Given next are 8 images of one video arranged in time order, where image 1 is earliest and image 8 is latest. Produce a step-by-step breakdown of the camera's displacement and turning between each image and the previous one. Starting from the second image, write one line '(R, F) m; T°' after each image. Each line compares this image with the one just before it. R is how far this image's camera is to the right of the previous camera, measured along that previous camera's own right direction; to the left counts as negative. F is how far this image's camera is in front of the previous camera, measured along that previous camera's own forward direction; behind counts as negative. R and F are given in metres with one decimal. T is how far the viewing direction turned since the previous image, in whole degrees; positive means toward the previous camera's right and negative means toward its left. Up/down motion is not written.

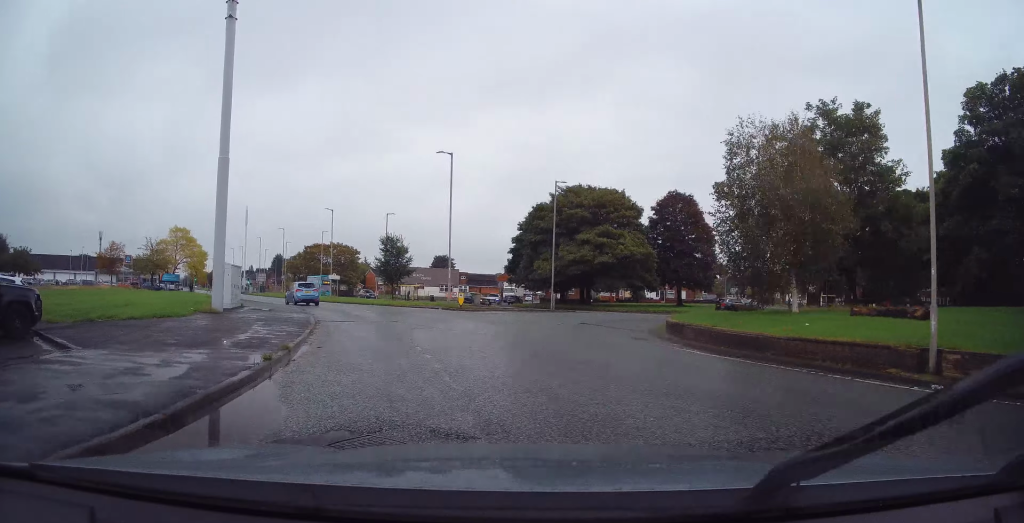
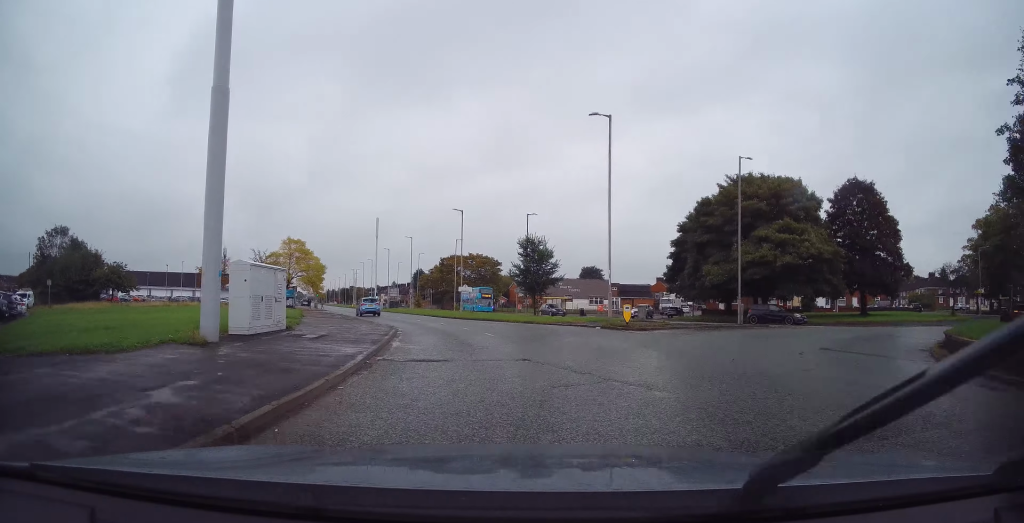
(-1.2, +9.1) m; -16°
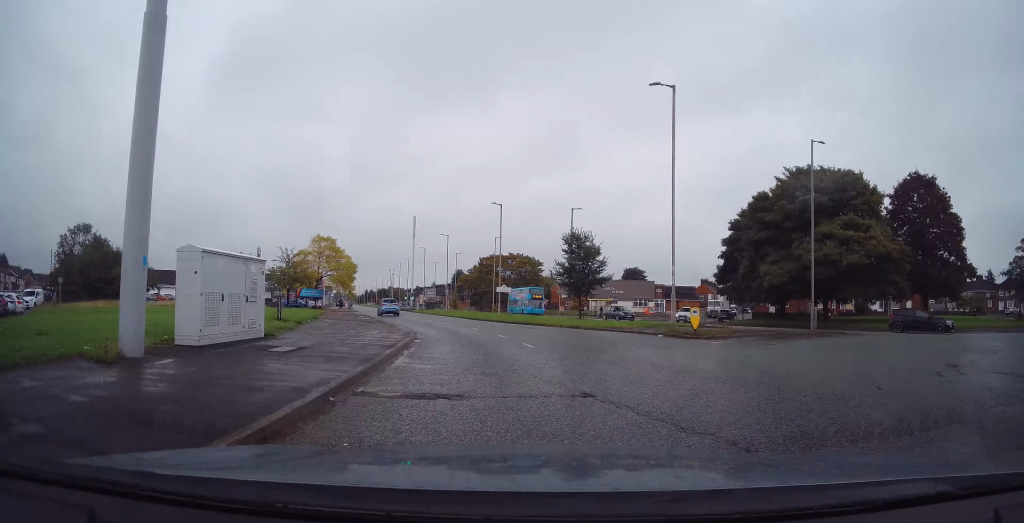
(+0.1, +3.9) m; -8°
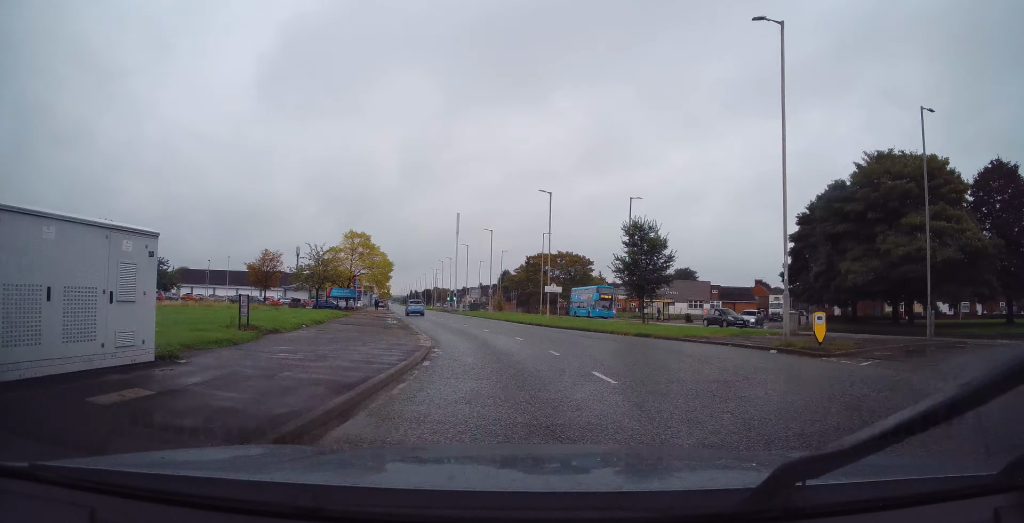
(-1.0, +5.8) m; -5°
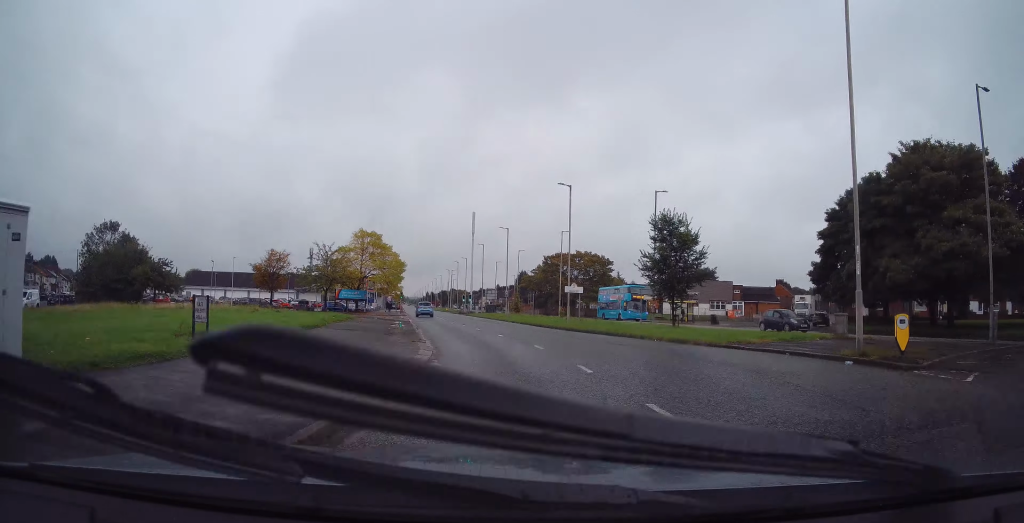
(+0.1, +2.9) m; -1°
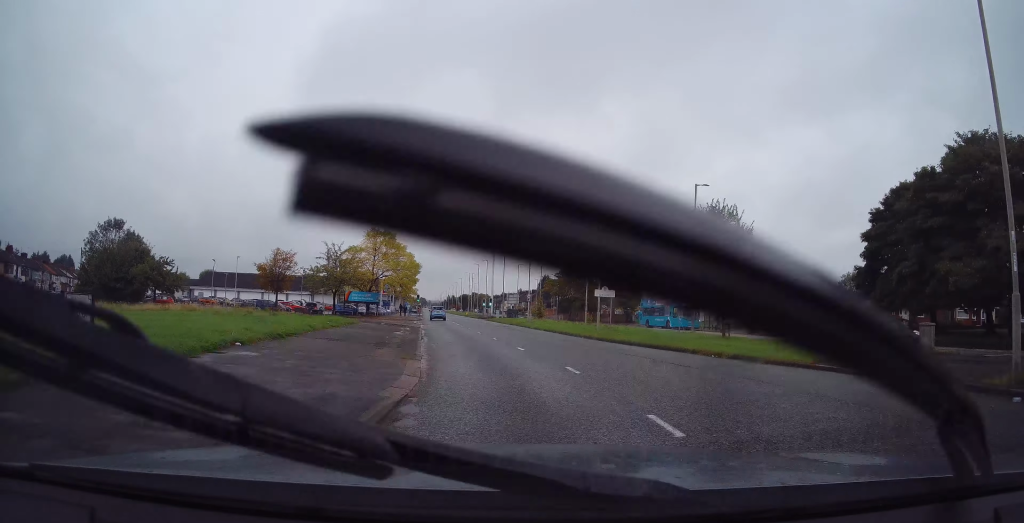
(+0.3, +4.3) m; 0°
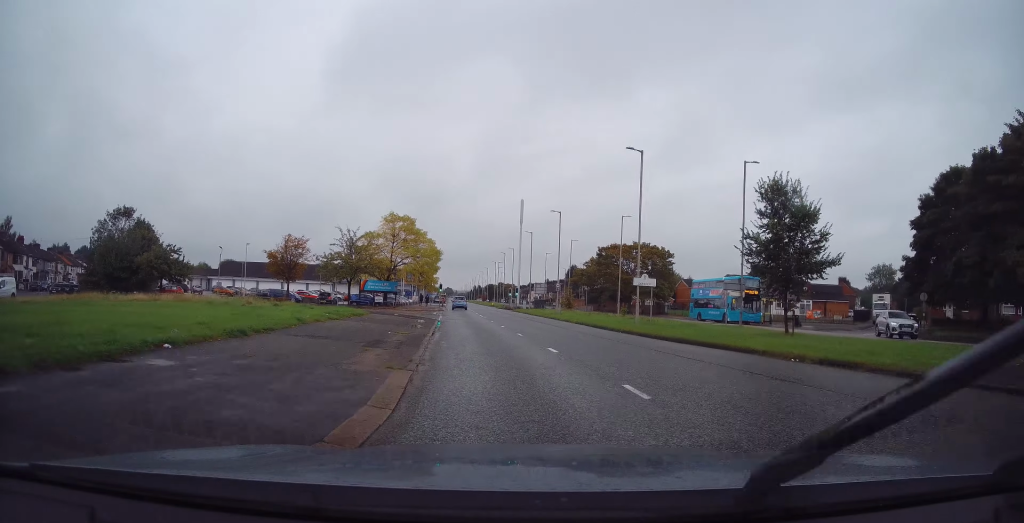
(-0.3, +3.9) m; -4°
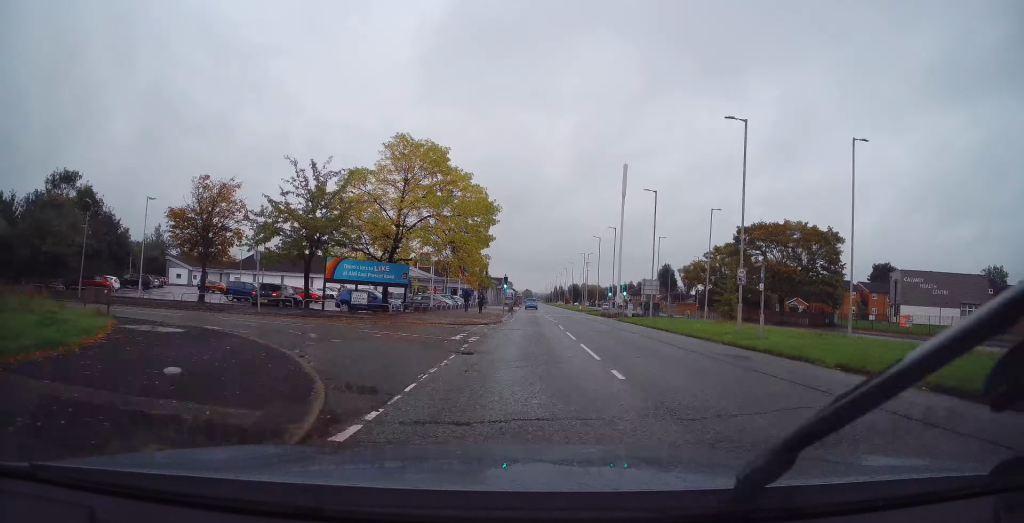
(-4.7, +26.8) m; -11°
